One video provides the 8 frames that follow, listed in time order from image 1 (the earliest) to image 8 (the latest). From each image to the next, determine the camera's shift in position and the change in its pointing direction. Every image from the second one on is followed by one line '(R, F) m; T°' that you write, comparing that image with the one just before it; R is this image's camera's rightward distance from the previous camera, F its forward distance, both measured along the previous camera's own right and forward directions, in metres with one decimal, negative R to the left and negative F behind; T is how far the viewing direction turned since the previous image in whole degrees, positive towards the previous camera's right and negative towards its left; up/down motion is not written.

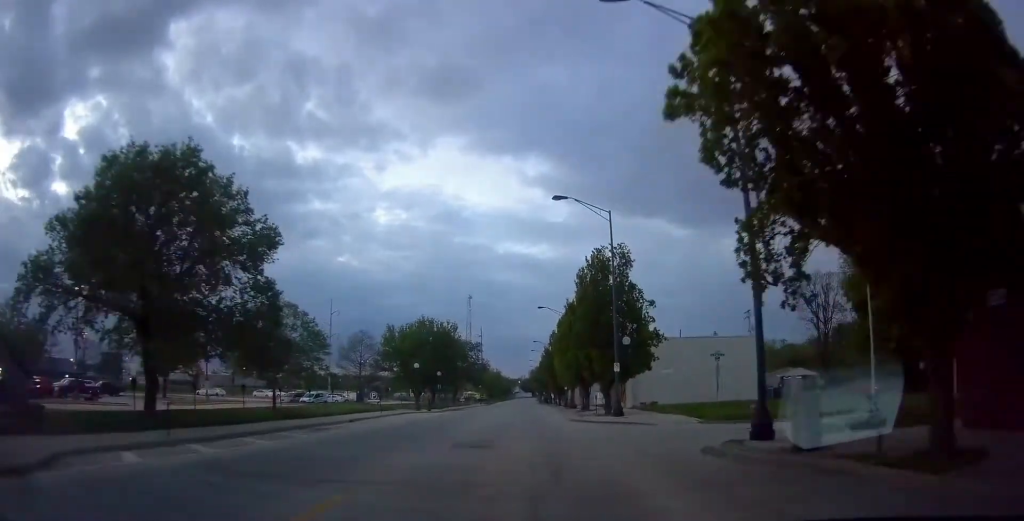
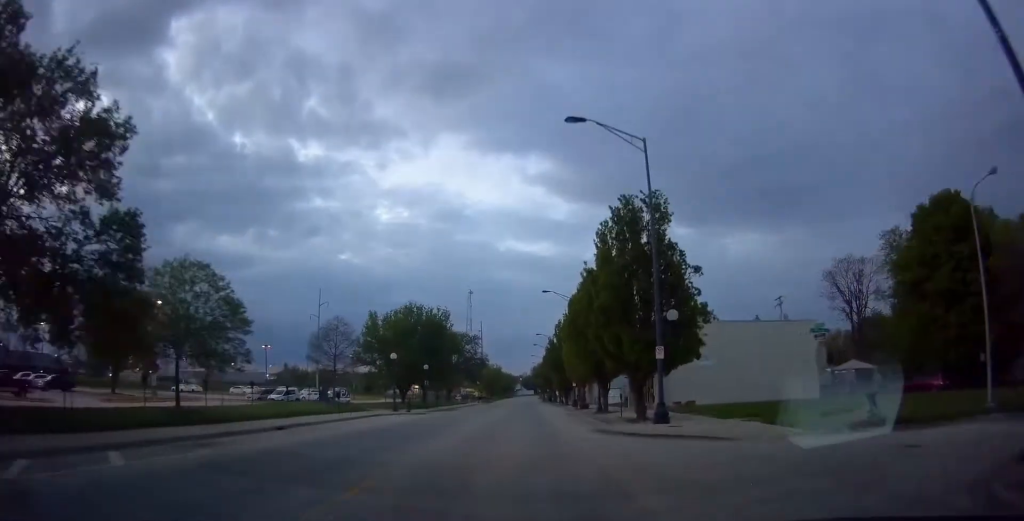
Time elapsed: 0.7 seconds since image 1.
(+0.1, +10.1) m; -2°
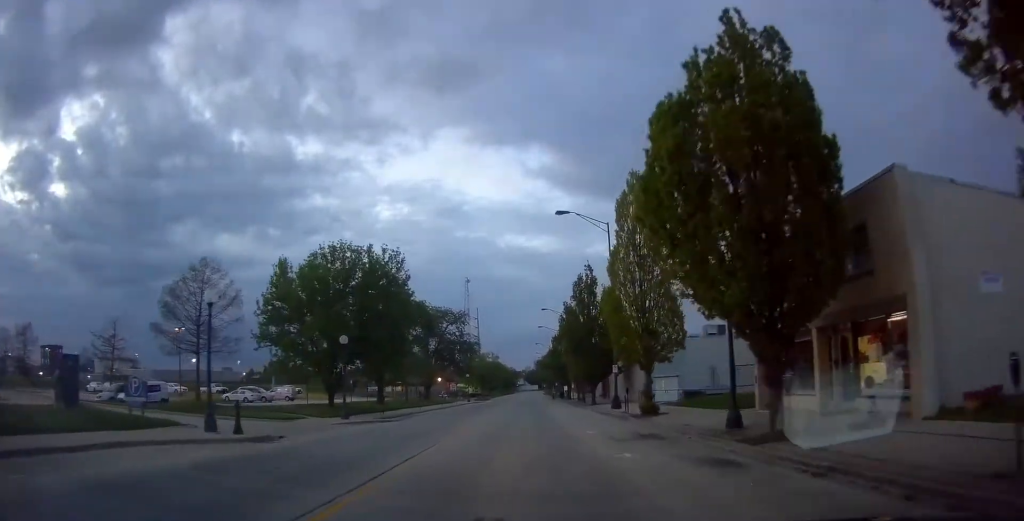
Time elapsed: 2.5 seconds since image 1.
(-0.5, +26.5) m; +1°
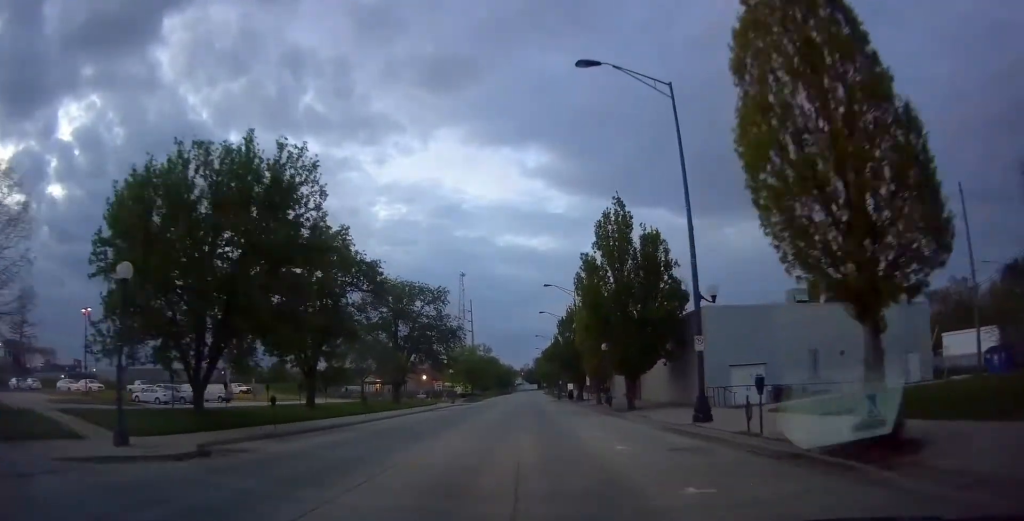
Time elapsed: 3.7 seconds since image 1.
(+0.4, +18.4) m; +1°
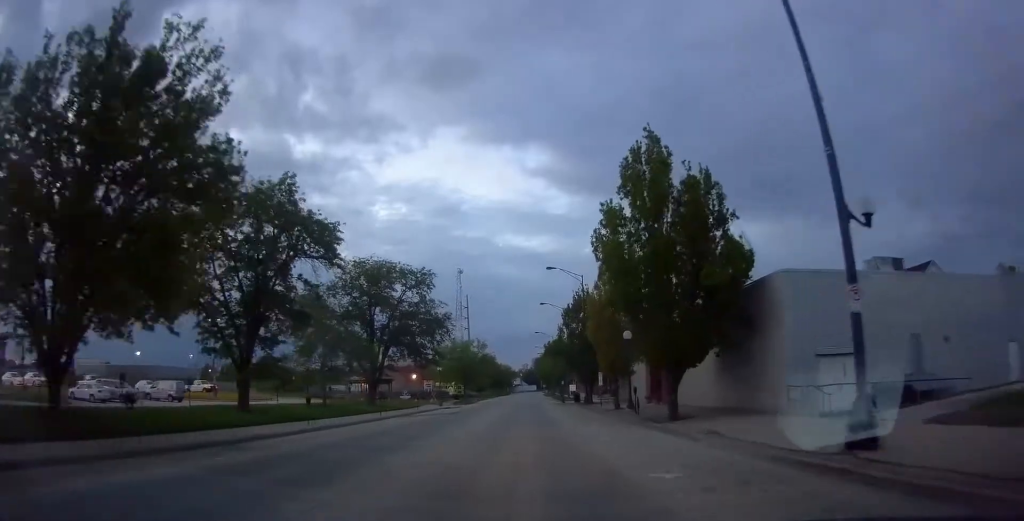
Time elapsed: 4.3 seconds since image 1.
(0.0, +9.0) m; 0°
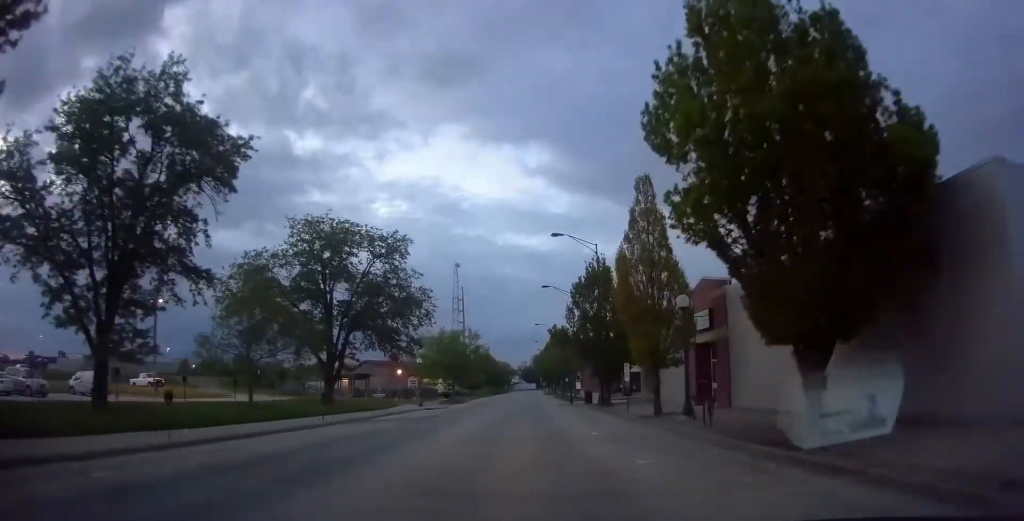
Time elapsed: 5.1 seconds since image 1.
(0.0, +11.5) m; 0°
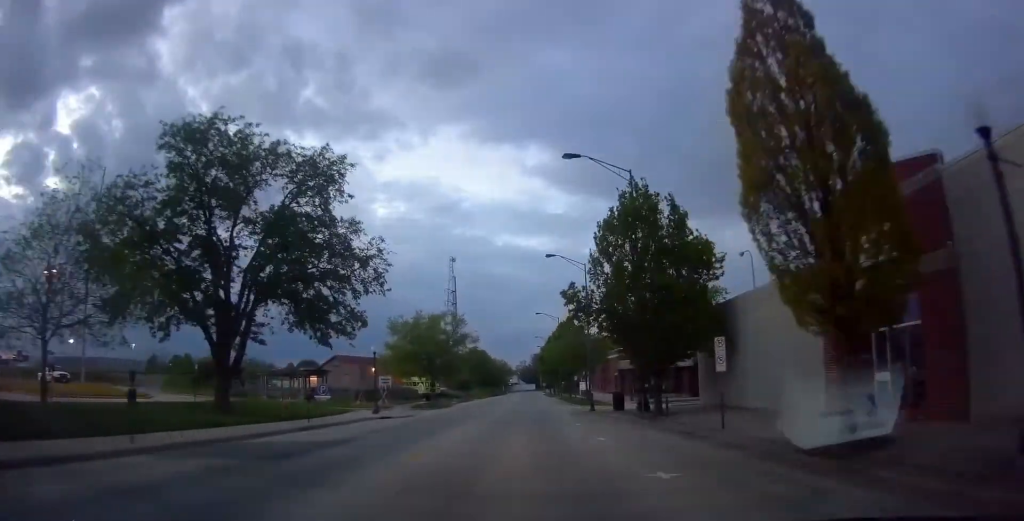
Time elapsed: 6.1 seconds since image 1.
(0.0, +15.4) m; 0°
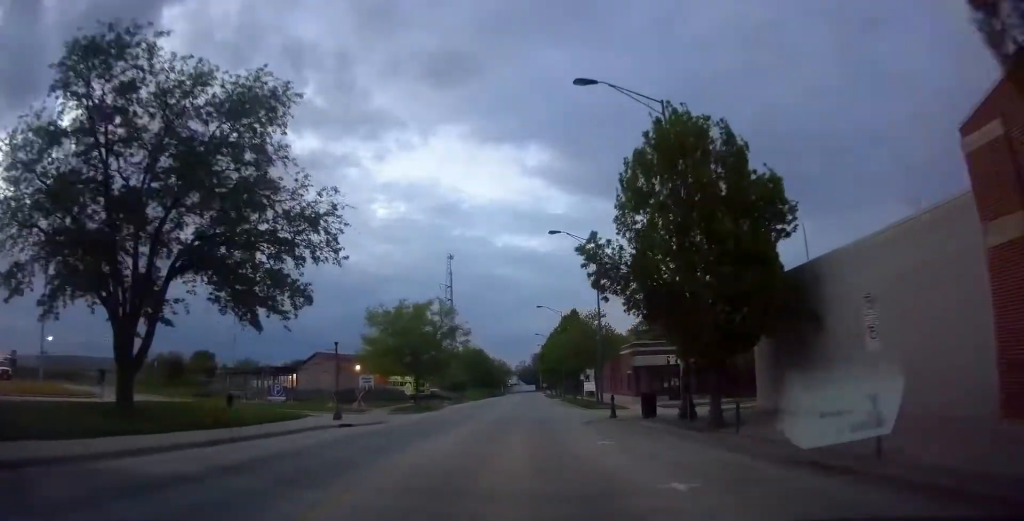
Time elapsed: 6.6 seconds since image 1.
(0.0, +7.8) m; 0°
